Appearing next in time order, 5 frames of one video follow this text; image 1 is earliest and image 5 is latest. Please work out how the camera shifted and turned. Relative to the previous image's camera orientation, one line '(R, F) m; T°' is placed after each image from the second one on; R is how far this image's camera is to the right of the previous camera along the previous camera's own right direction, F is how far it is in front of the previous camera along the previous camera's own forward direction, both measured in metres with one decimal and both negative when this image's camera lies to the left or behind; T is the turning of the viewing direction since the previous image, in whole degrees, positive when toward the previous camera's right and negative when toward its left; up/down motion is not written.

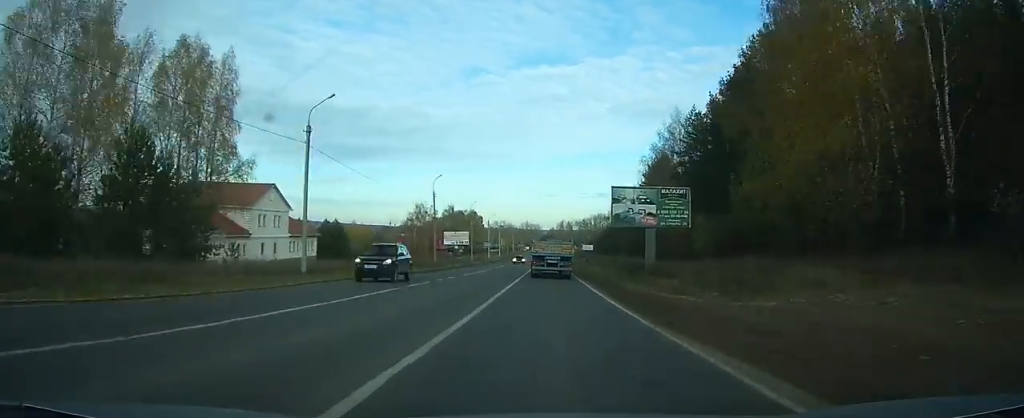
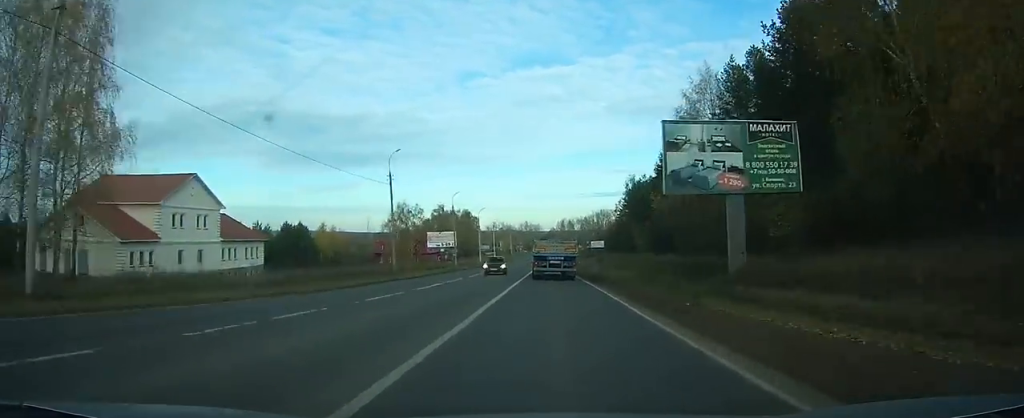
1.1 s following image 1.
(+0.1, +20.5) m; 0°
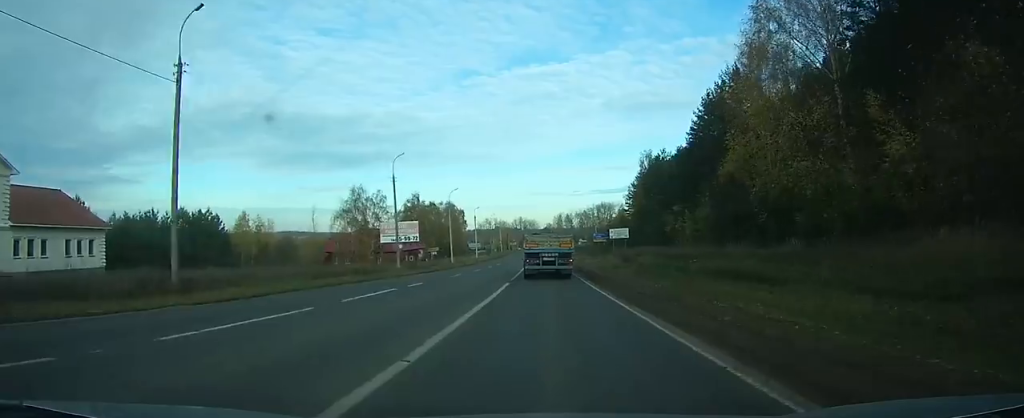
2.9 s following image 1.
(-0.1, +32.5) m; 0°
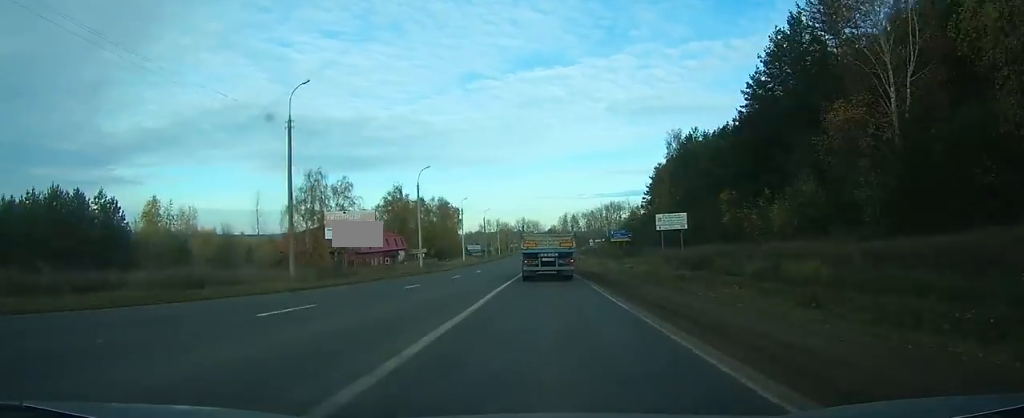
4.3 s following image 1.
(-0.1, +25.0) m; 0°
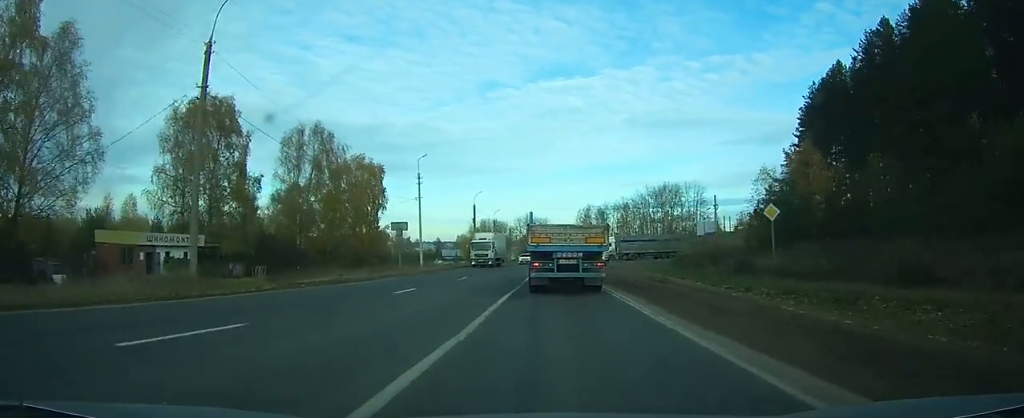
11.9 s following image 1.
(-0.1, +118.4) m; -1°
